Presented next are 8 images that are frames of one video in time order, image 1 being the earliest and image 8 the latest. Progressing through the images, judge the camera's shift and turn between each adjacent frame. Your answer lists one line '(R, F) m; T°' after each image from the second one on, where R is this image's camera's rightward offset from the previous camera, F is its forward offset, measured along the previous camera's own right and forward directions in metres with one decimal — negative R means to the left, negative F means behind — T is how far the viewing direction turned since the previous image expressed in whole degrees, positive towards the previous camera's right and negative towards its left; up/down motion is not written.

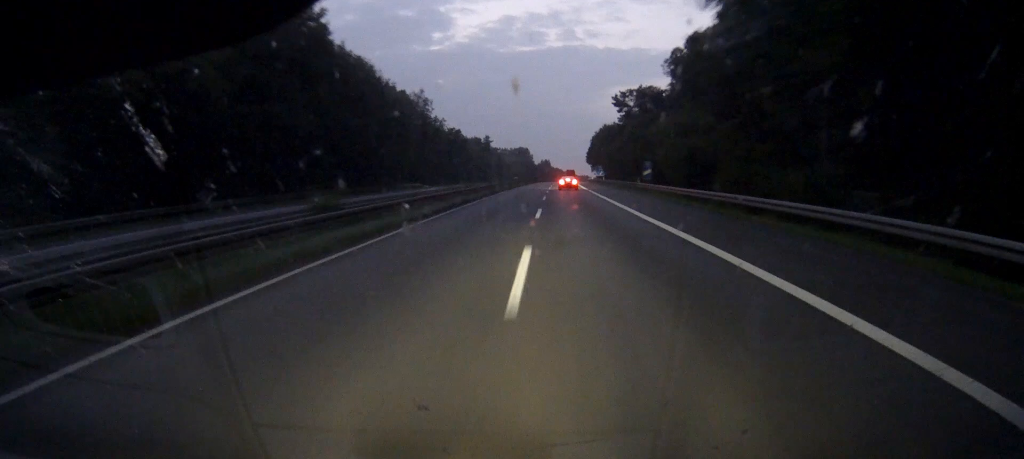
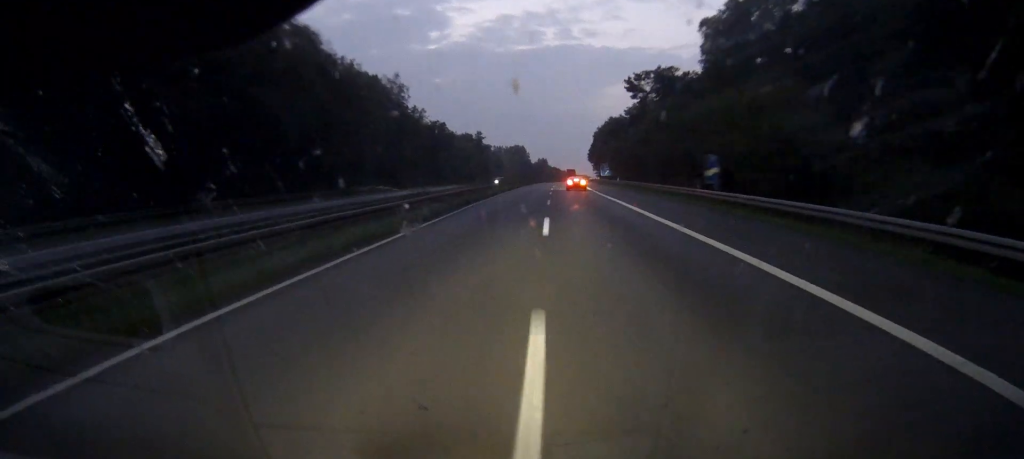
(+0.1, +25.1) m; 0°
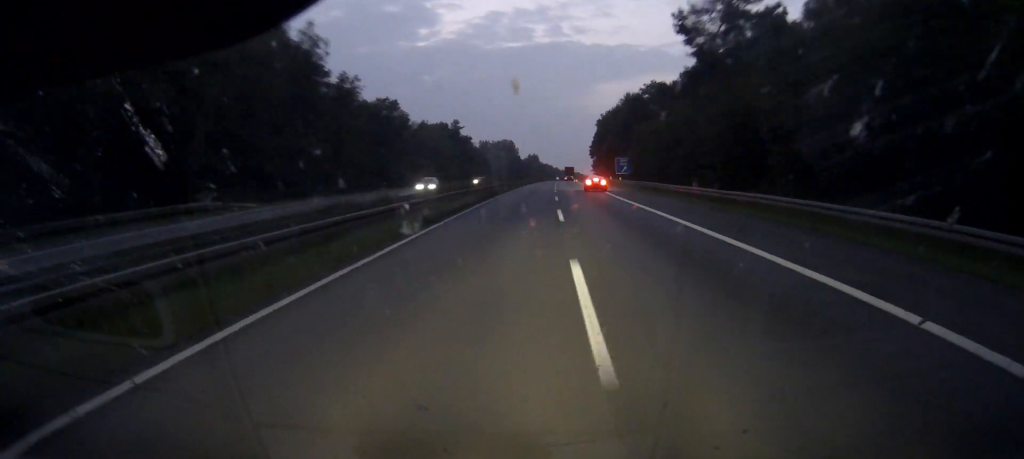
(+0.3, +48.1) m; +1°
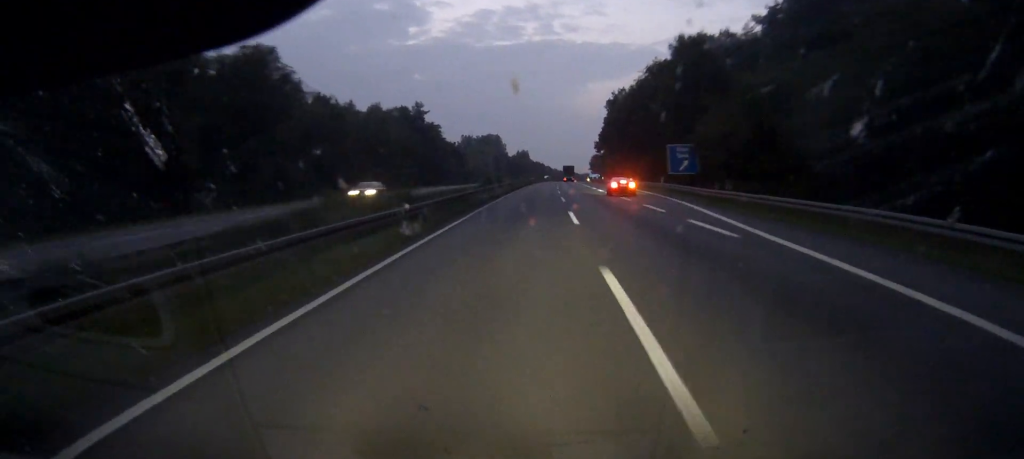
(+0.3, +54.6) m; +1°
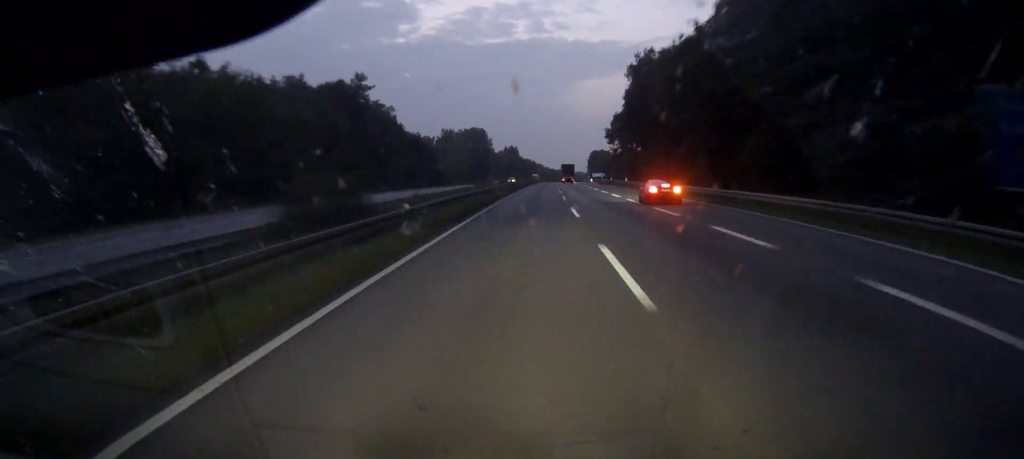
(+0.3, +49.4) m; +1°
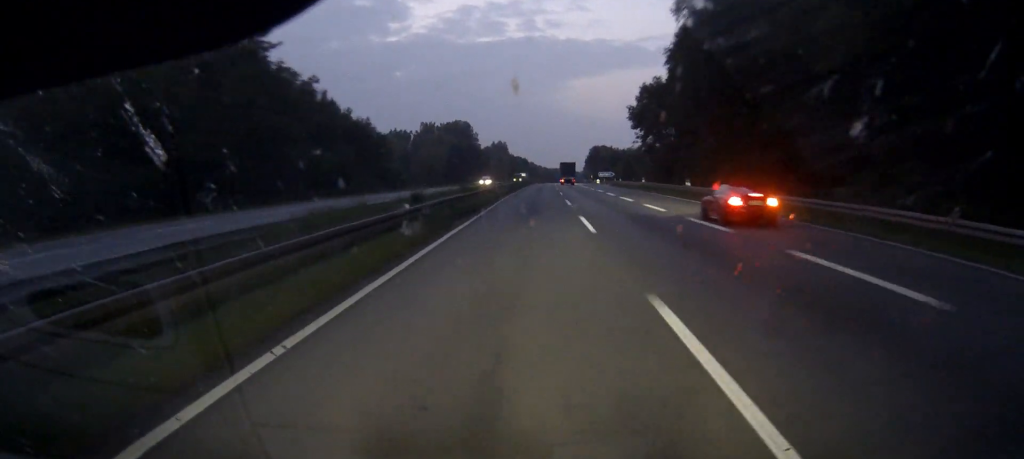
(+0.2, +42.6) m; +1°
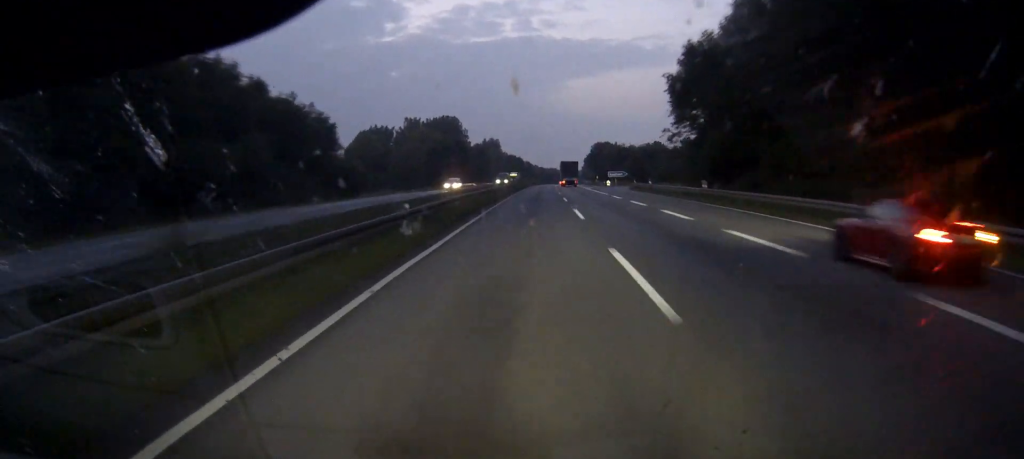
(+0.1, +29.5) m; 0°
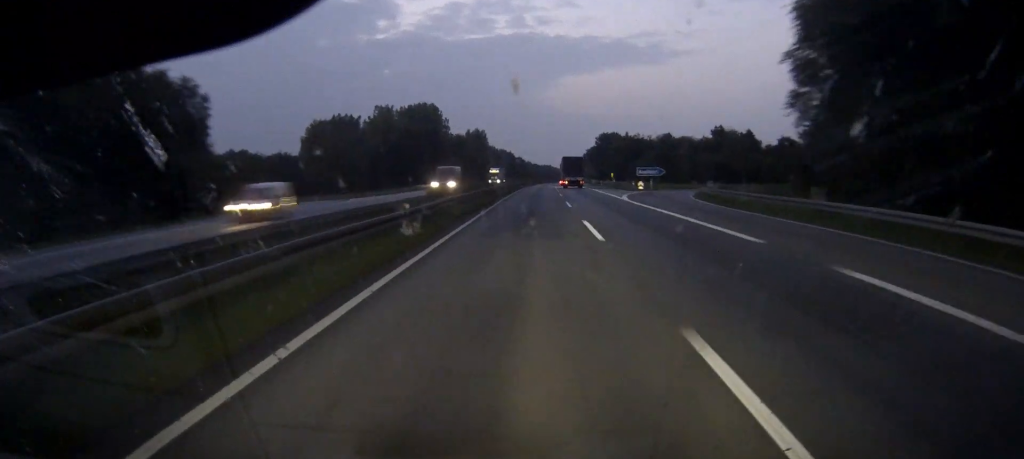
(+0.1, +44.1) m; 0°
